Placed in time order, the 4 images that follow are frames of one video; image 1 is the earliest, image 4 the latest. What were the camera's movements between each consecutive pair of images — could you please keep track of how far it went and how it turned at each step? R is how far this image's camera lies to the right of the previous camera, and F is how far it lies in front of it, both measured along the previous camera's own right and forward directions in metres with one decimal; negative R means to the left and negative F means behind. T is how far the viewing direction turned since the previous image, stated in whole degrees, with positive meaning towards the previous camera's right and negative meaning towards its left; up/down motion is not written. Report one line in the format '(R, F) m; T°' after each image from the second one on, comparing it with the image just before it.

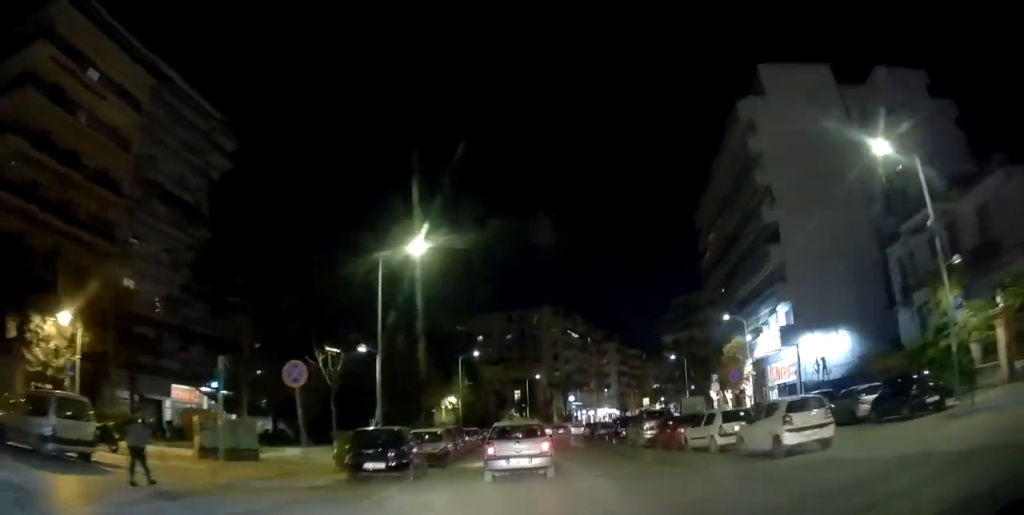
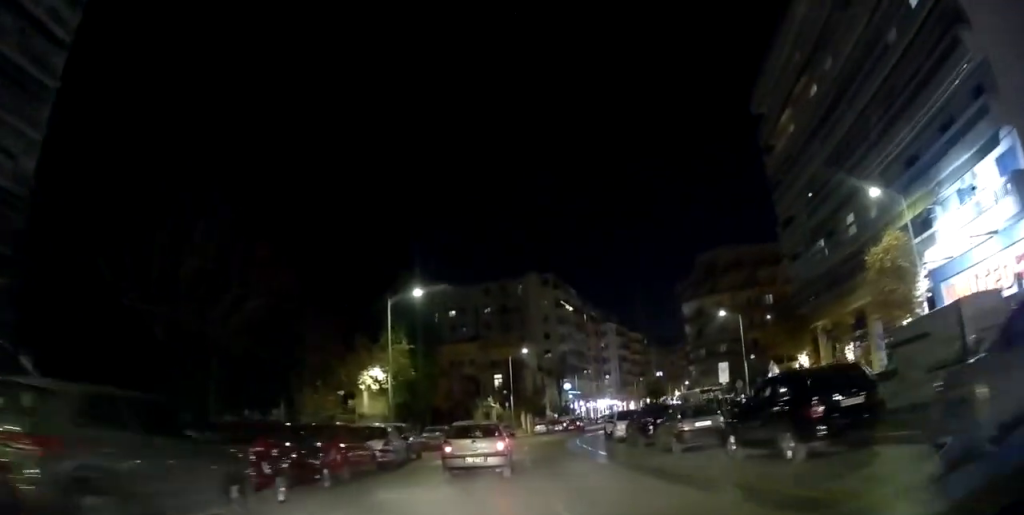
(-4.2, +29.3) m; -6°
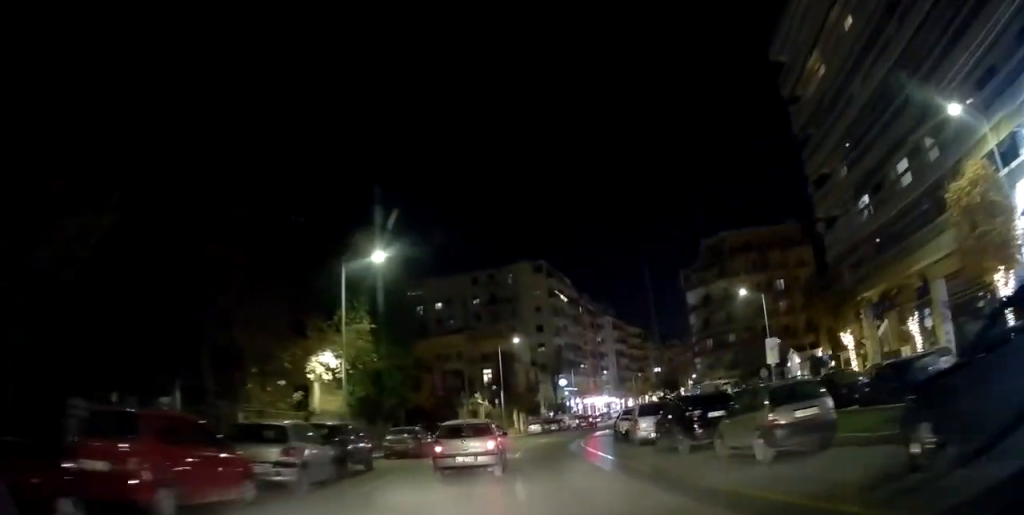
(+0.4, +8.0) m; +4°
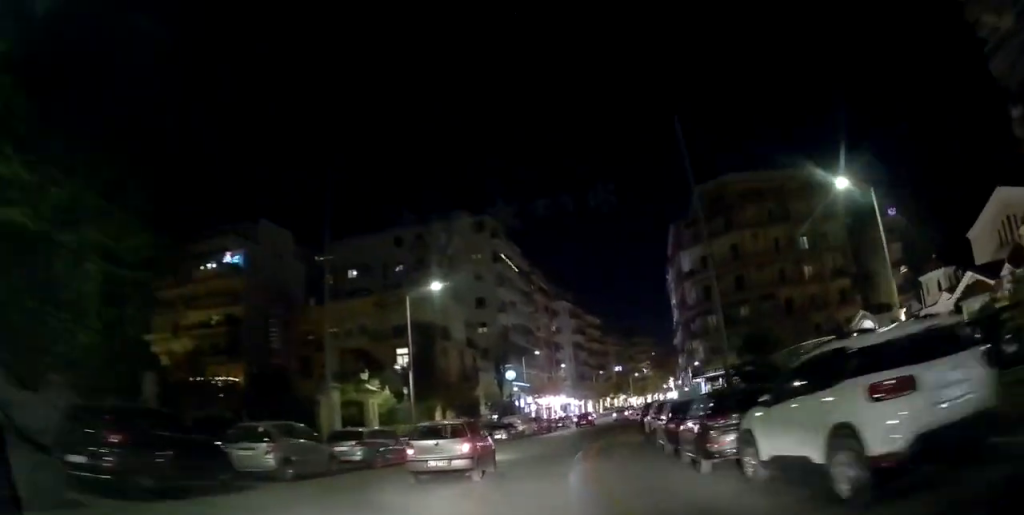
(+1.9, +23.8) m; +8°
